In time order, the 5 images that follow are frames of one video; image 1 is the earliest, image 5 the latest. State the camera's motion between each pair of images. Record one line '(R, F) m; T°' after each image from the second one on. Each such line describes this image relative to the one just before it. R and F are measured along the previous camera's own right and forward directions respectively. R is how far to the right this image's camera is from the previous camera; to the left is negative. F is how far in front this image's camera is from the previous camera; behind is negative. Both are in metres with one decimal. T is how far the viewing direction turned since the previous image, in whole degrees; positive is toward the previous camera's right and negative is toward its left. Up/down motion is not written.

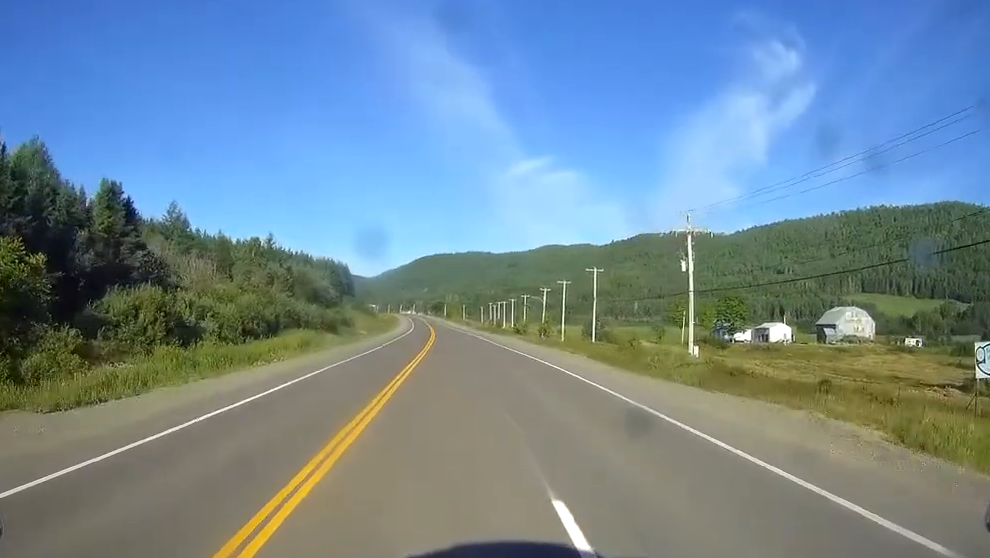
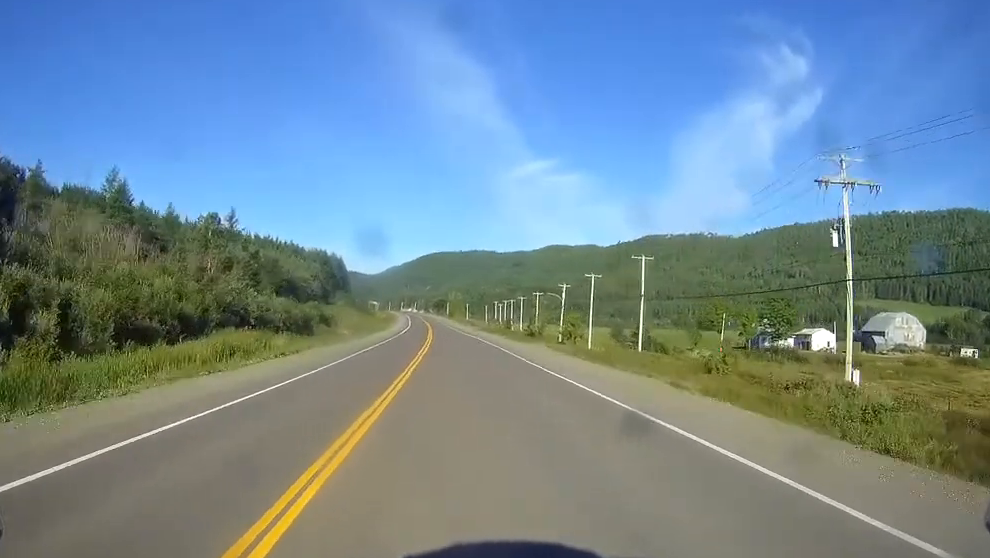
(-0.1, +28.4) m; 0°
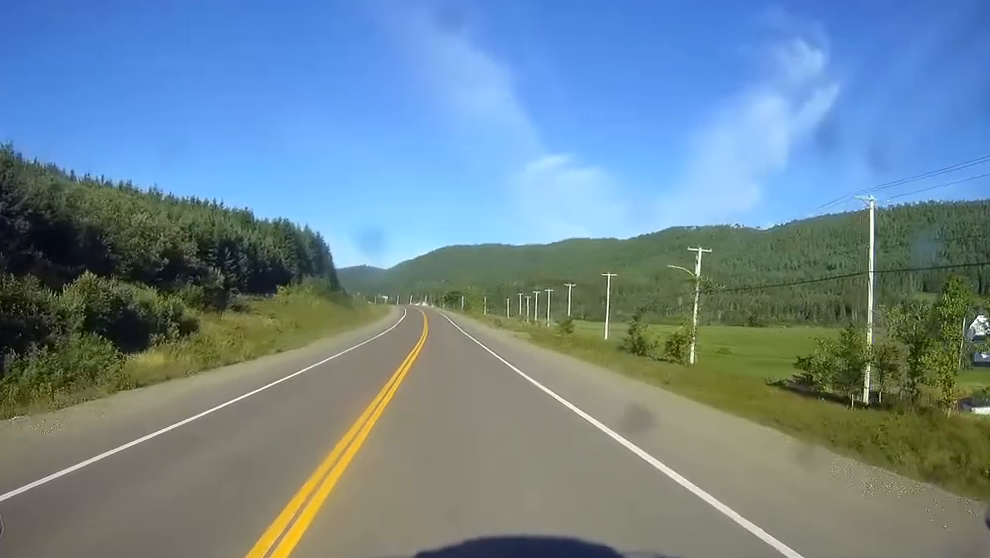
(-1.1, +85.0) m; -1°
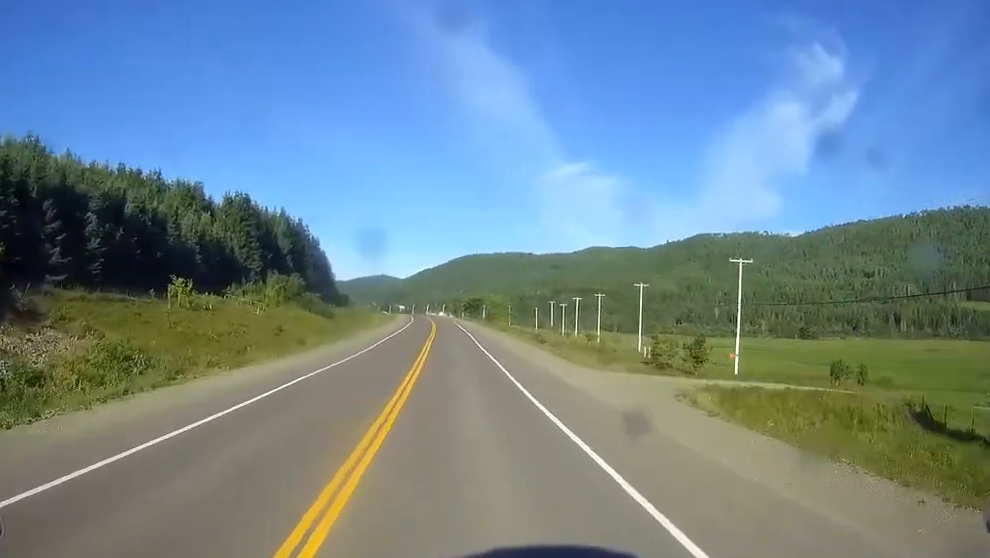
(-0.4, +56.5) m; -1°
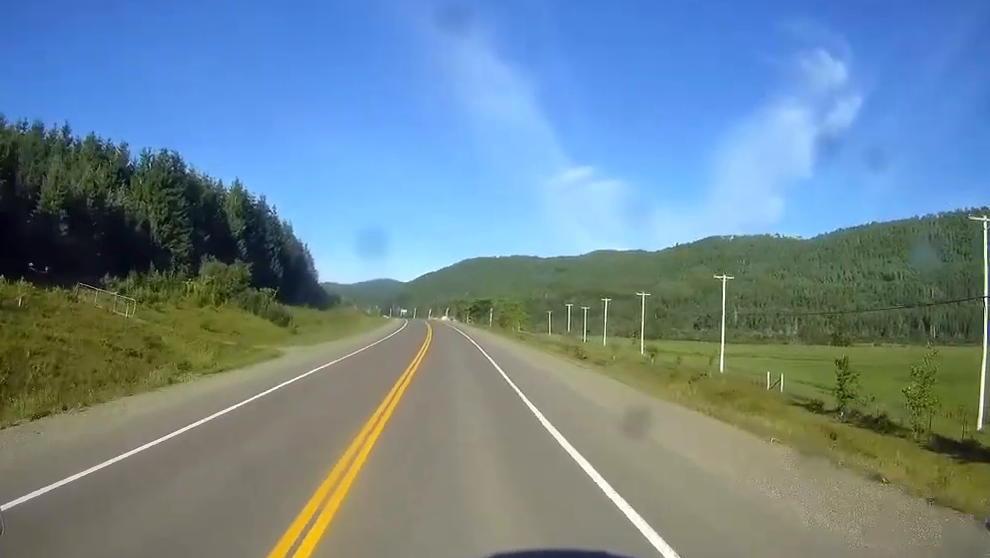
(-0.2, +40.7) m; 0°
